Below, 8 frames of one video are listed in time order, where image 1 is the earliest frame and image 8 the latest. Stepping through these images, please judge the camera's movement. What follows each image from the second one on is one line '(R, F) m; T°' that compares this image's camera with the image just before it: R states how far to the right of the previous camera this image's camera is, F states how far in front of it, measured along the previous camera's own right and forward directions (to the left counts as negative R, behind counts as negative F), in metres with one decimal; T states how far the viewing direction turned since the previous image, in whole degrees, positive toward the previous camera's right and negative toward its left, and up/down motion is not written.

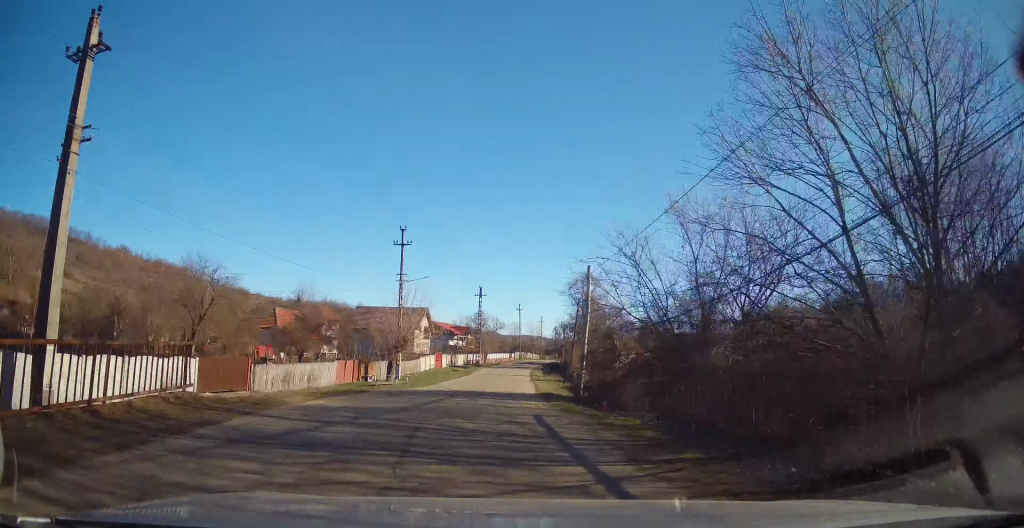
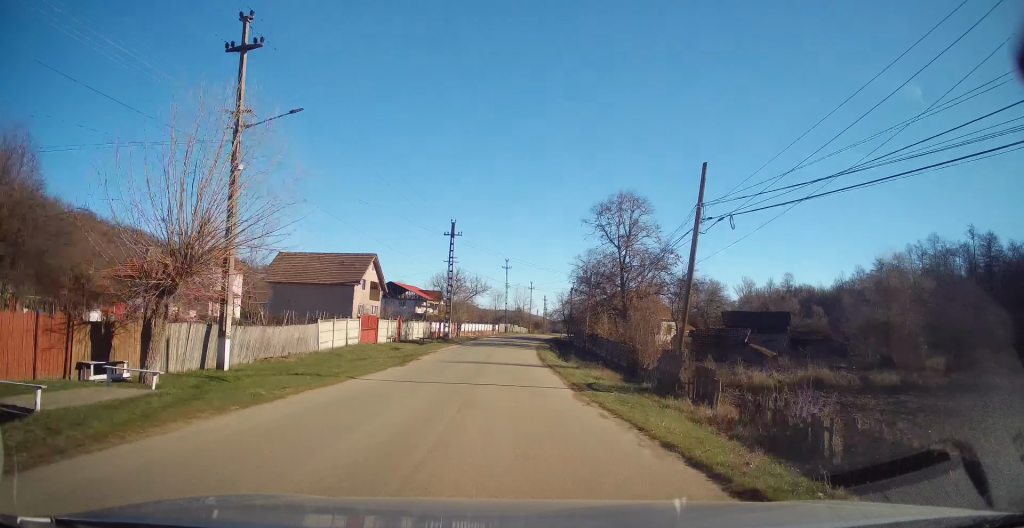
(+0.8, +28.3) m; +3°
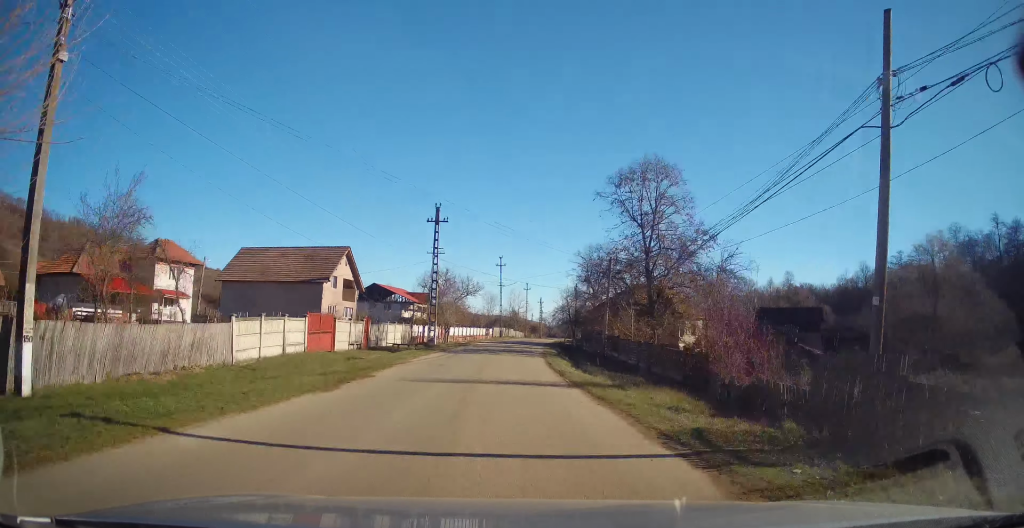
(0.0, +8.5) m; 0°
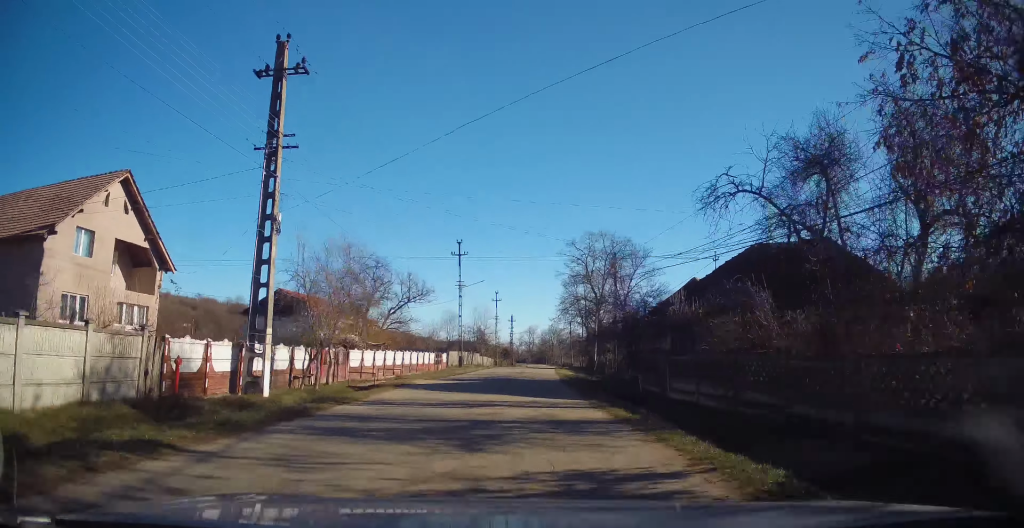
(+0.7, +29.9) m; +5°
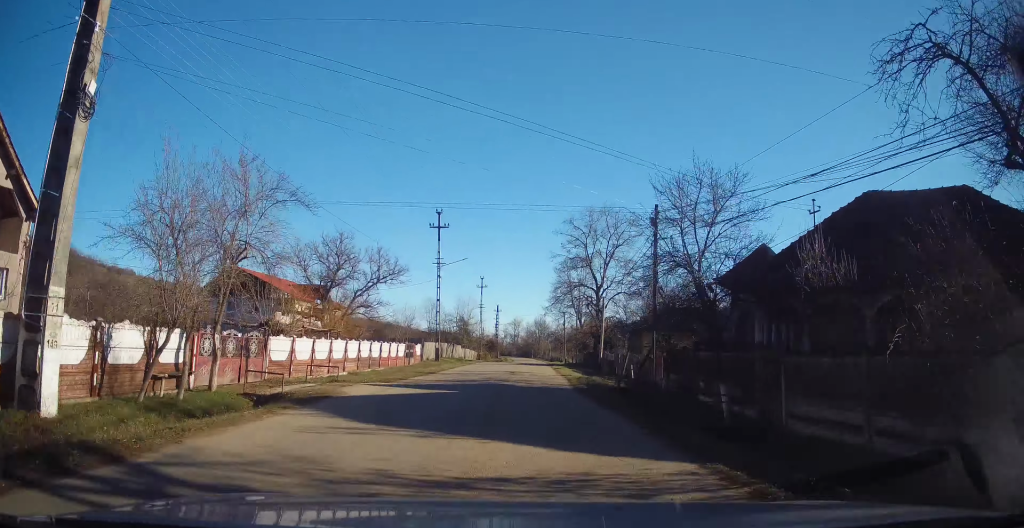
(+0.1, +8.6) m; +2°
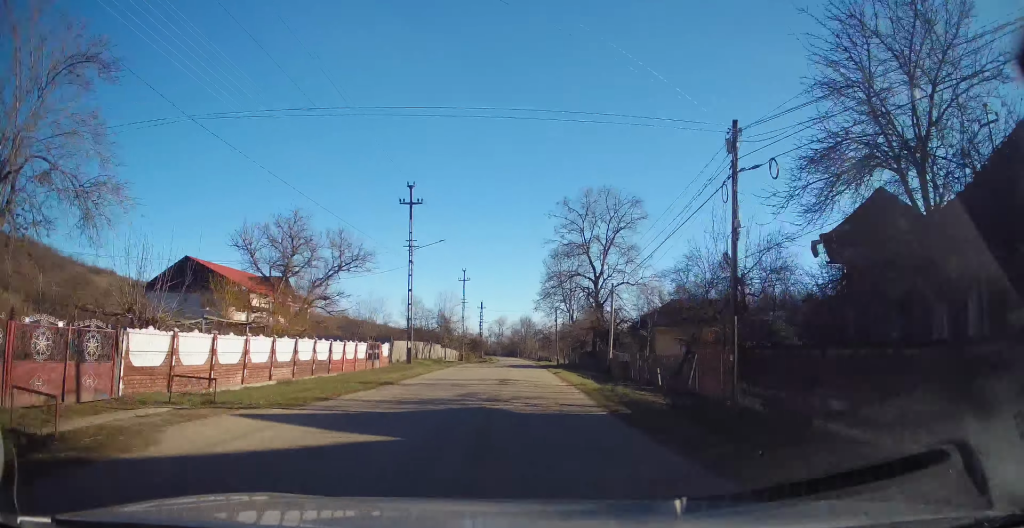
(+0.2, +7.5) m; +2°
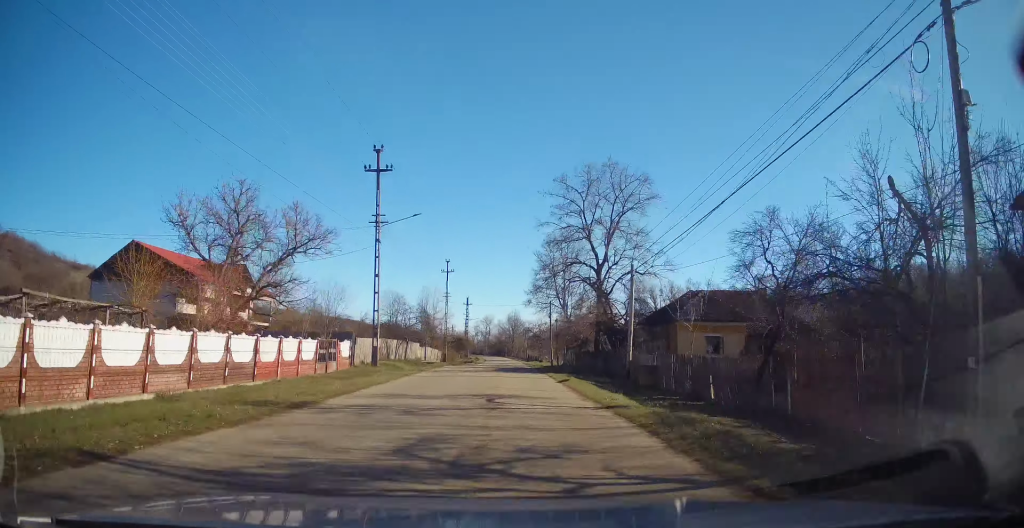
(0.0, +7.0) m; +2°
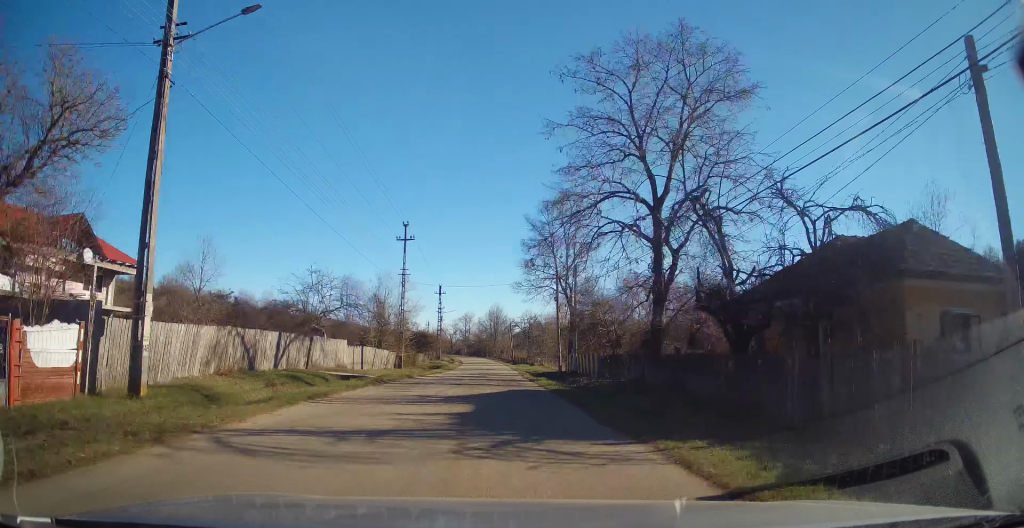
(+0.3, +19.7) m; -1°
